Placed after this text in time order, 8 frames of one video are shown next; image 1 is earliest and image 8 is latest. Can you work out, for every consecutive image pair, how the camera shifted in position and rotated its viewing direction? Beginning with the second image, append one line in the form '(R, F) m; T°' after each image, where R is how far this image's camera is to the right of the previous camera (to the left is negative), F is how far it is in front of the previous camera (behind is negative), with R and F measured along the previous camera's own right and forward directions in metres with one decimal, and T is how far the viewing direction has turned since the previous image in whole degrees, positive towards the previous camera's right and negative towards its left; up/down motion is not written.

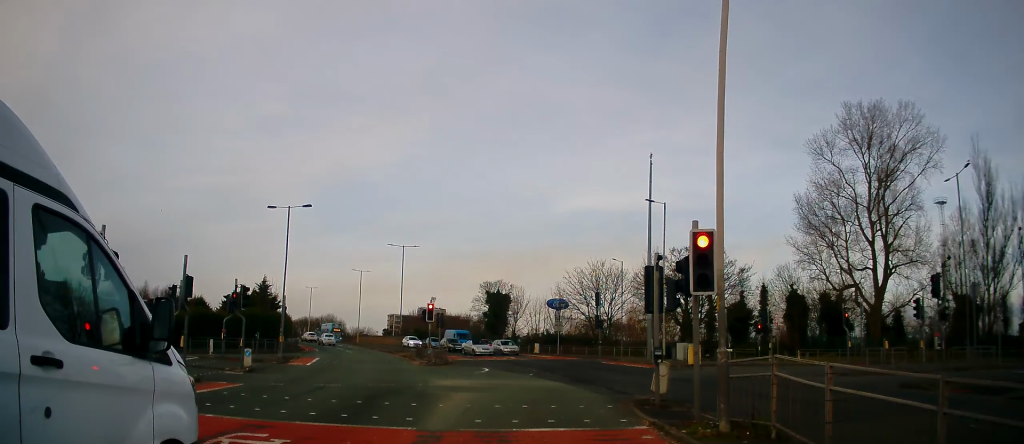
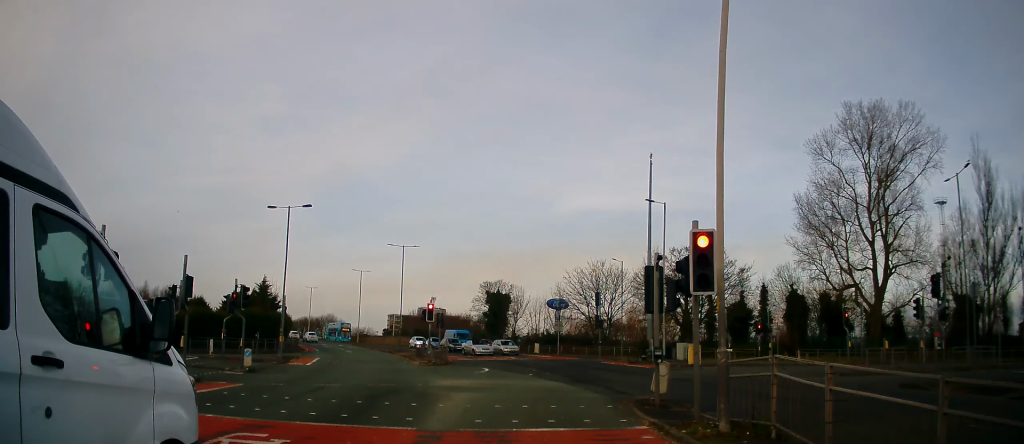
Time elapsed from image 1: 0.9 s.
(0.0, 0.0) m; 0°
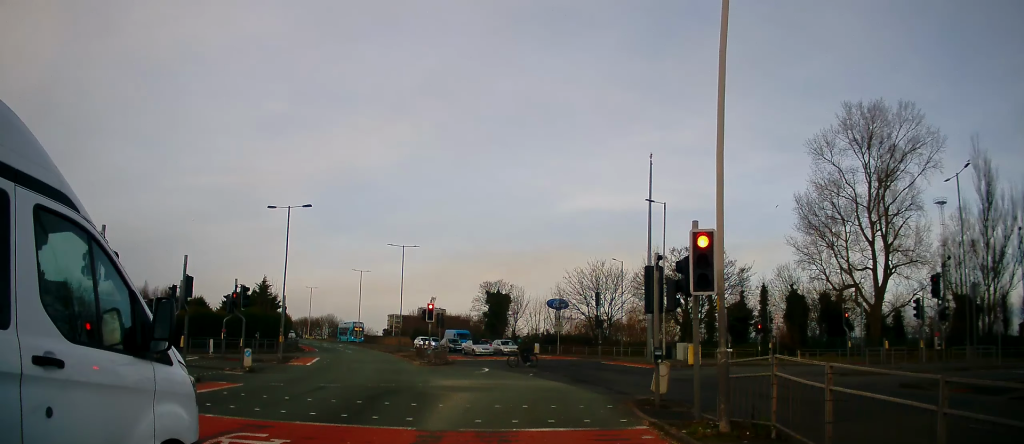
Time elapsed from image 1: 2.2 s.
(0.0, 0.0) m; 0°
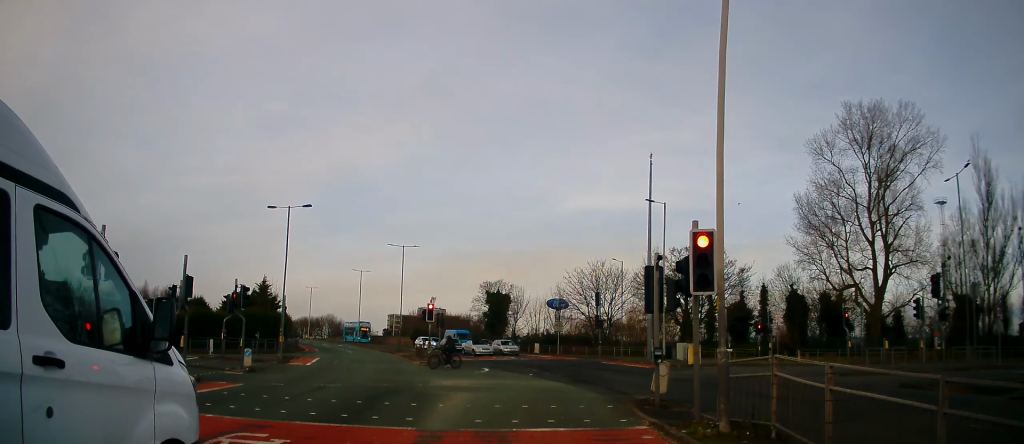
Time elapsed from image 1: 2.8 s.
(0.0, 0.0) m; 0°
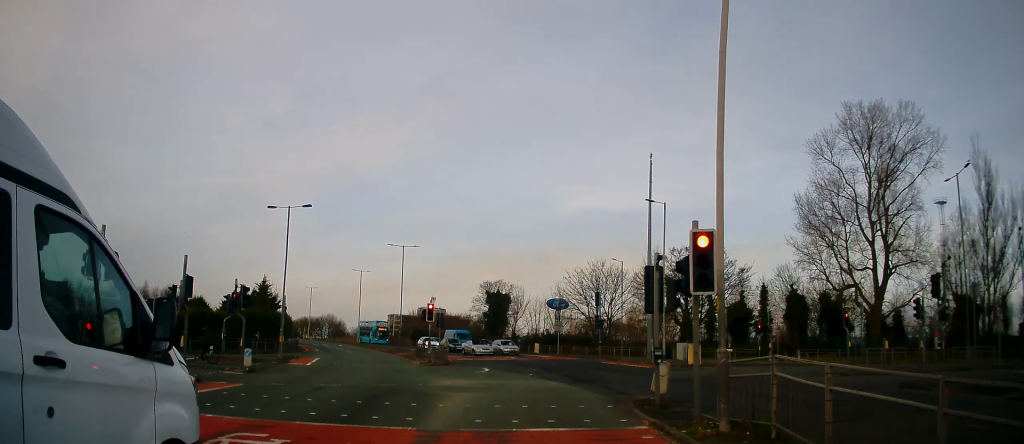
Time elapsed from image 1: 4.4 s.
(0.0, 0.0) m; 0°
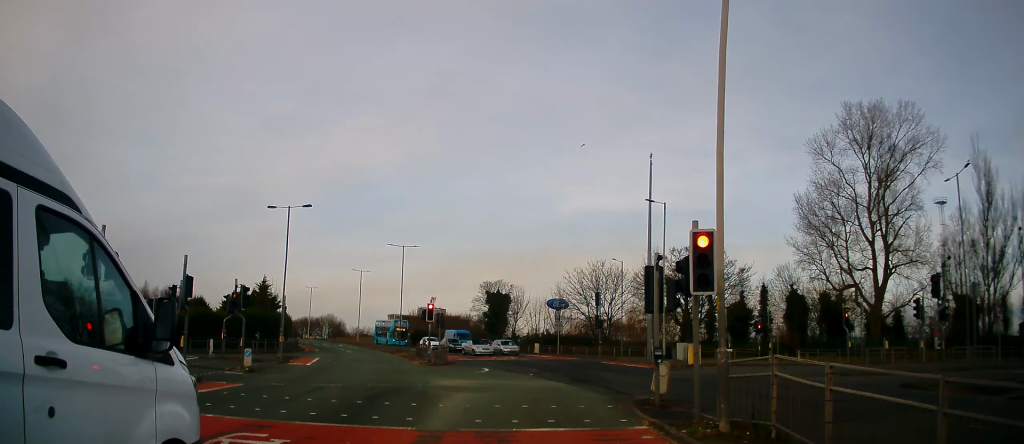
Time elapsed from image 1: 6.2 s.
(0.0, 0.0) m; 0°
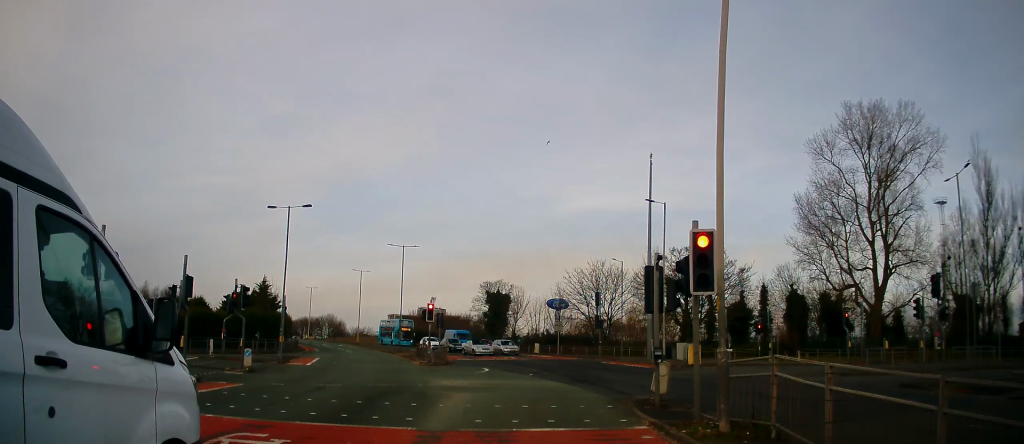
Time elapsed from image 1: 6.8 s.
(0.0, 0.0) m; 0°
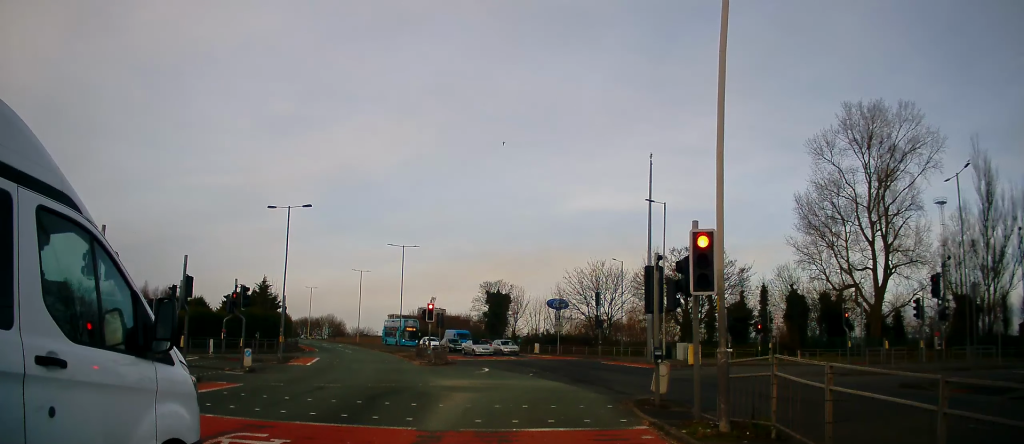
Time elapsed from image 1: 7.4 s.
(0.0, 0.0) m; 0°
